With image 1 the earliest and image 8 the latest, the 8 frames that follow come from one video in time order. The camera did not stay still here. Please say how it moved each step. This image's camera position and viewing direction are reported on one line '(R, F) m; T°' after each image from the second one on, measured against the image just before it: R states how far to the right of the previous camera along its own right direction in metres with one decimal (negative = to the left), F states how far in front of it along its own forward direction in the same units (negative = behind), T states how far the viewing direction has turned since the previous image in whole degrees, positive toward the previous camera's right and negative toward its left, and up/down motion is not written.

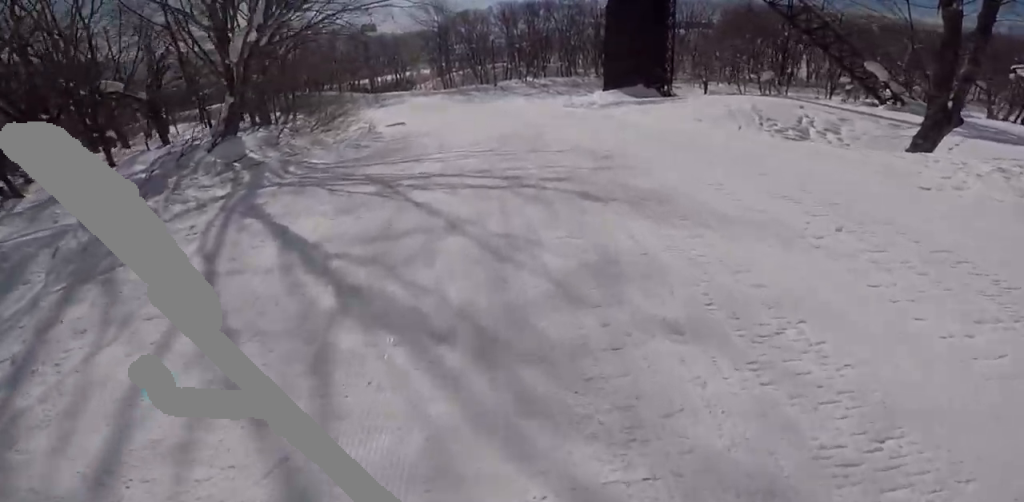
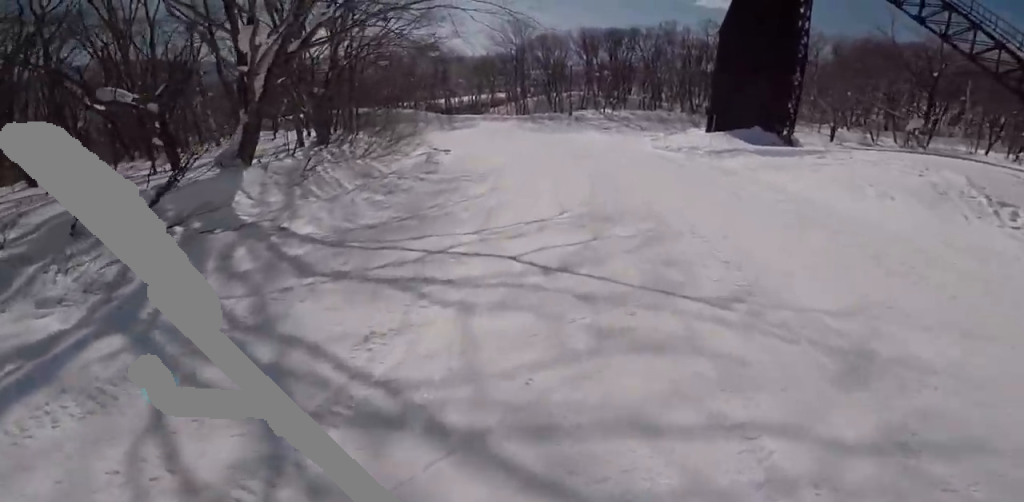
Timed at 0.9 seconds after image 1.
(-0.3, +6.3) m; -5°
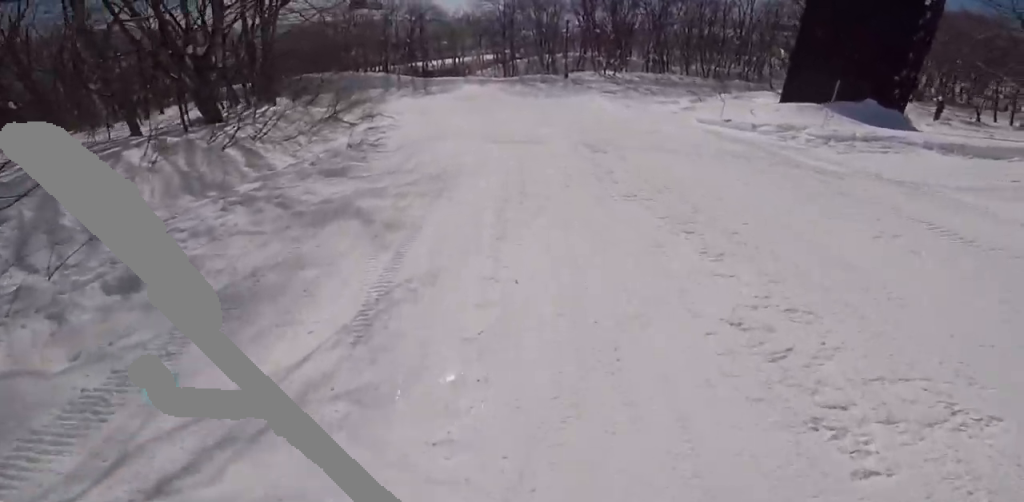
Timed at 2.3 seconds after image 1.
(-0.7, +11.6) m; -6°
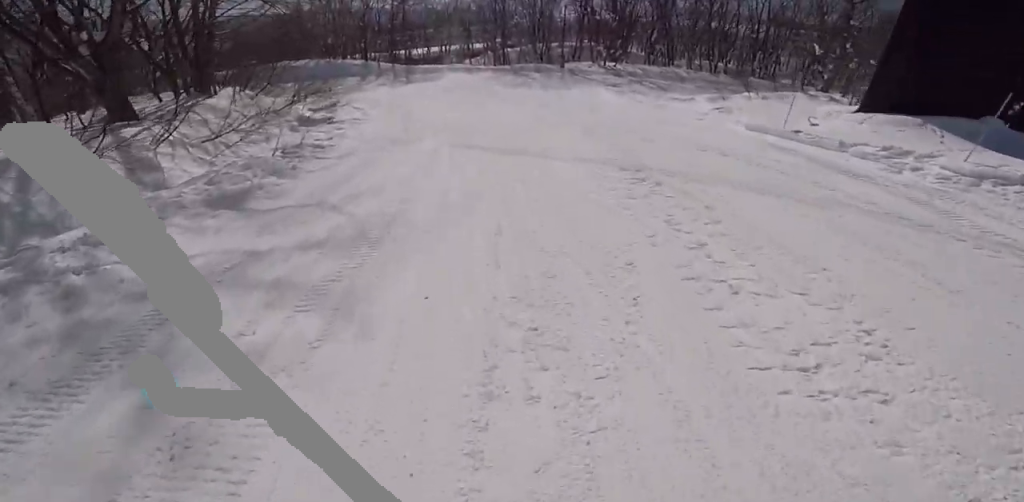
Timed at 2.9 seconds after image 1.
(-0.3, +5.4) m; -11°
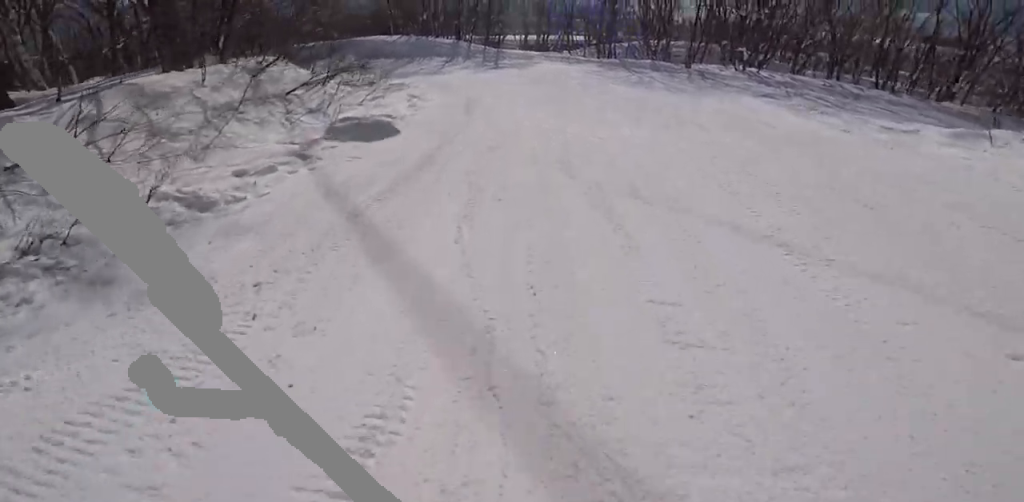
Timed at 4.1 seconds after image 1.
(-2.6, +11.6) m; -22°
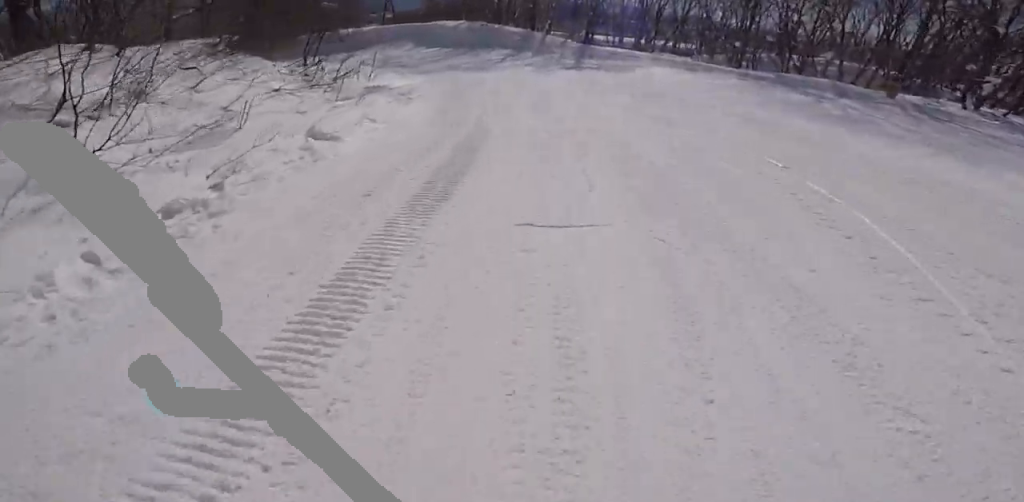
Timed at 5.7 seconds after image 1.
(-0.3, +15.9) m; +20°
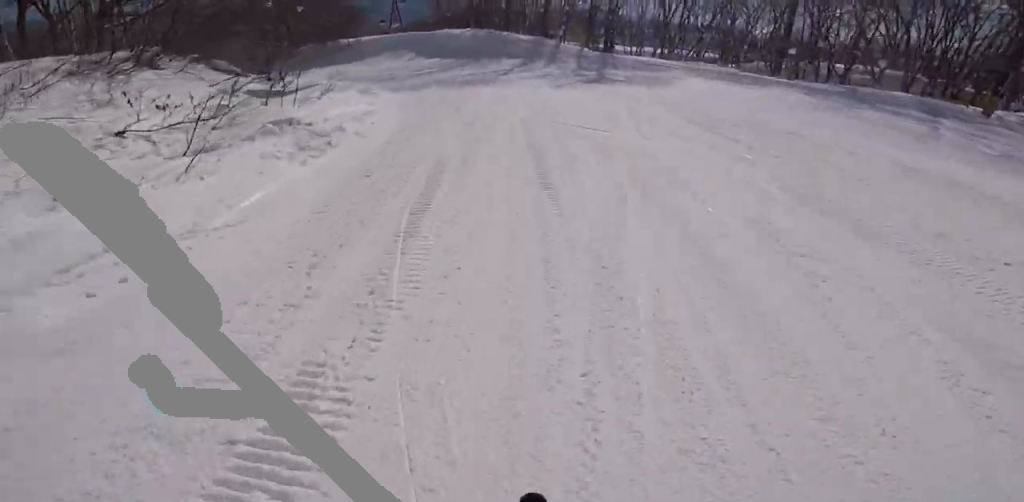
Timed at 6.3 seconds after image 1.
(+2.3, +2.8) m; +16°
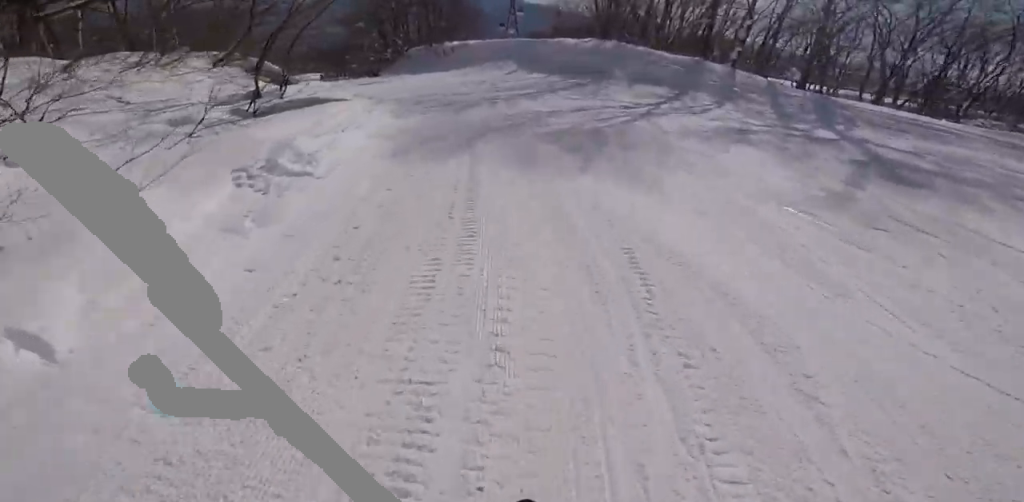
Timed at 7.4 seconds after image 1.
(-2.2, +6.8) m; -40°
